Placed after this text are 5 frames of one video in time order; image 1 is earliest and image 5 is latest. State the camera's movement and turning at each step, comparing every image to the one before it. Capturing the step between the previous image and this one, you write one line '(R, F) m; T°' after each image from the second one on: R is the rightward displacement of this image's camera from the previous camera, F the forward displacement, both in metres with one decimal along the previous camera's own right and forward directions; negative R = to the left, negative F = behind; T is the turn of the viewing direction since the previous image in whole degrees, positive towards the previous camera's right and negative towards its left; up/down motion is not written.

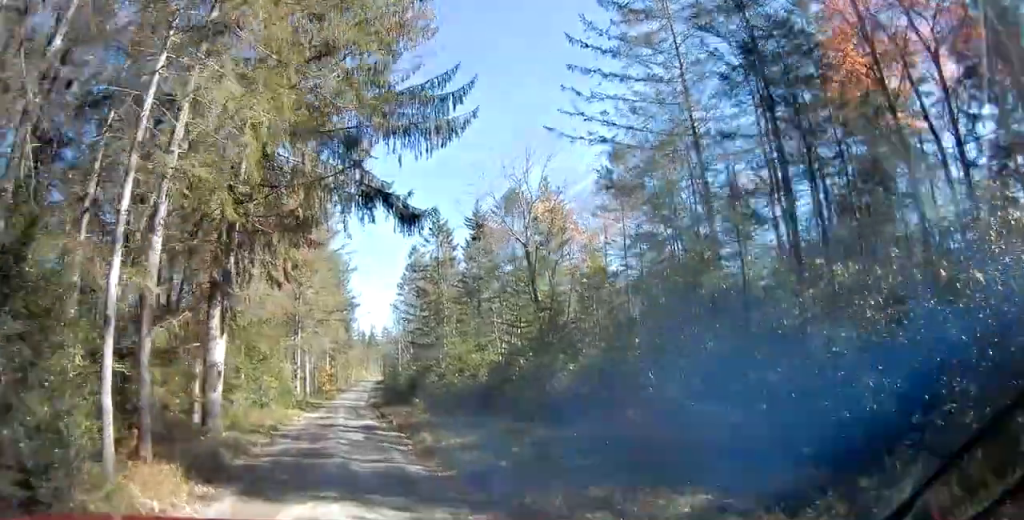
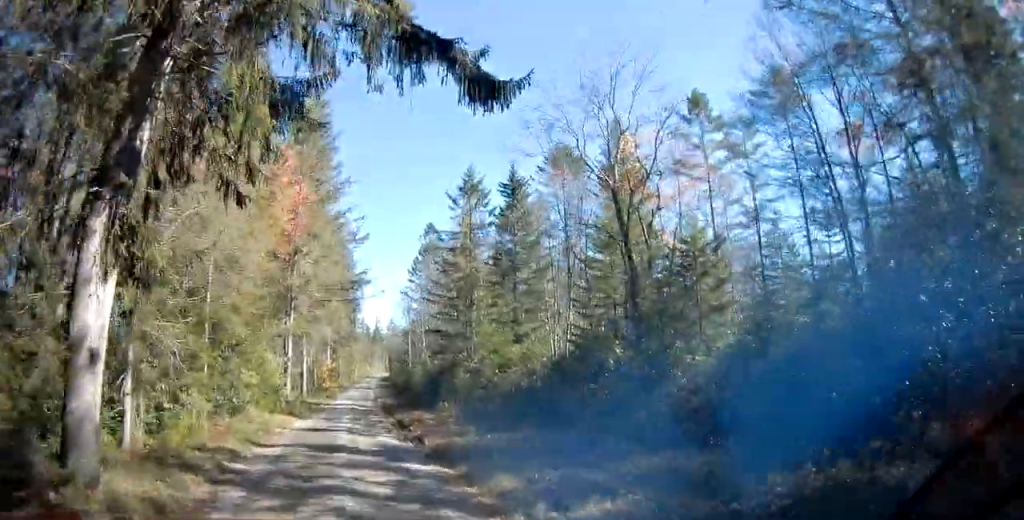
(+0.1, +8.9) m; +1°
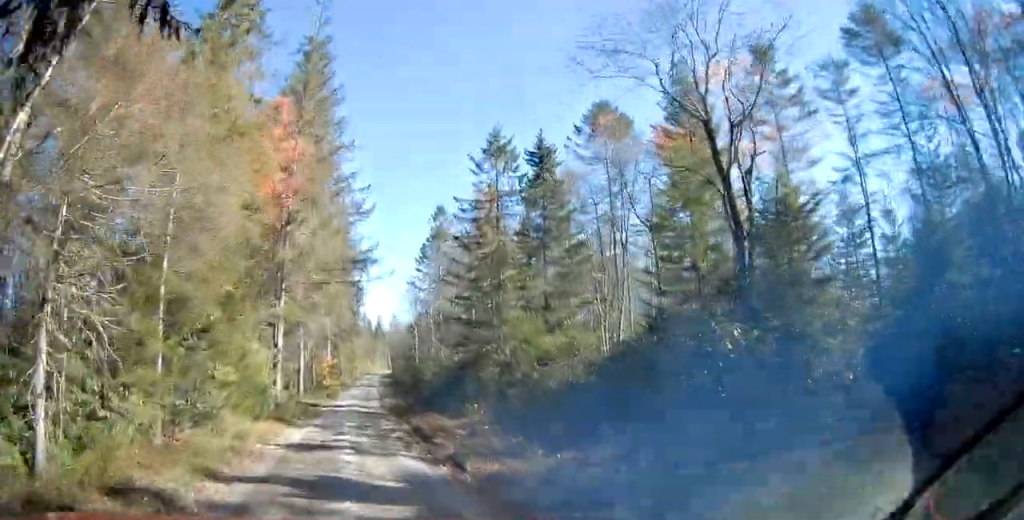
(0.0, +5.6) m; +1°
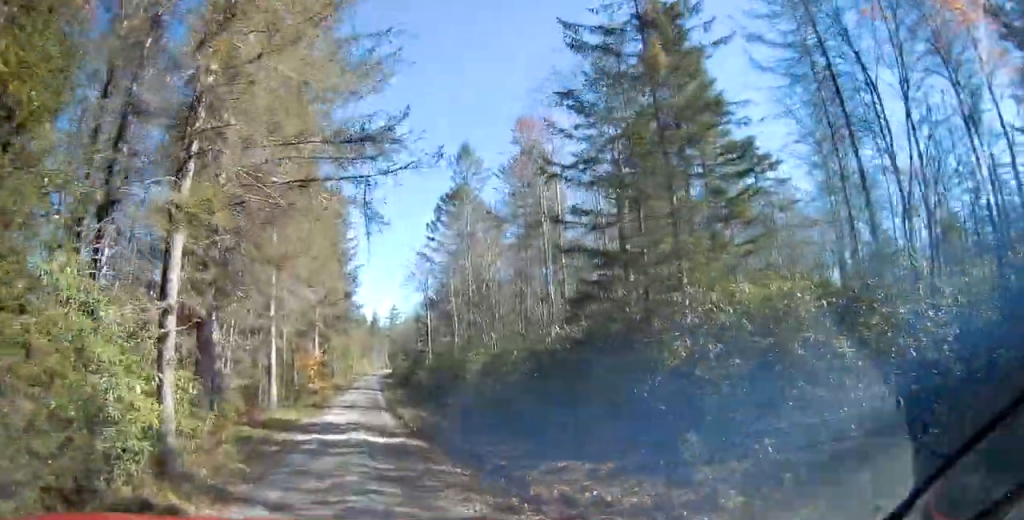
(0.0, +15.3) m; 0°
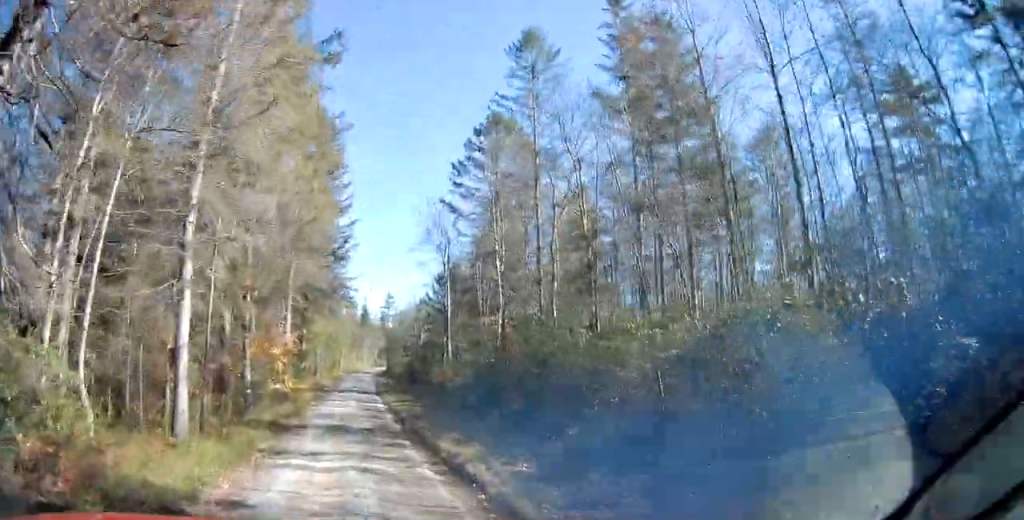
(-0.2, +16.1) m; -2°
